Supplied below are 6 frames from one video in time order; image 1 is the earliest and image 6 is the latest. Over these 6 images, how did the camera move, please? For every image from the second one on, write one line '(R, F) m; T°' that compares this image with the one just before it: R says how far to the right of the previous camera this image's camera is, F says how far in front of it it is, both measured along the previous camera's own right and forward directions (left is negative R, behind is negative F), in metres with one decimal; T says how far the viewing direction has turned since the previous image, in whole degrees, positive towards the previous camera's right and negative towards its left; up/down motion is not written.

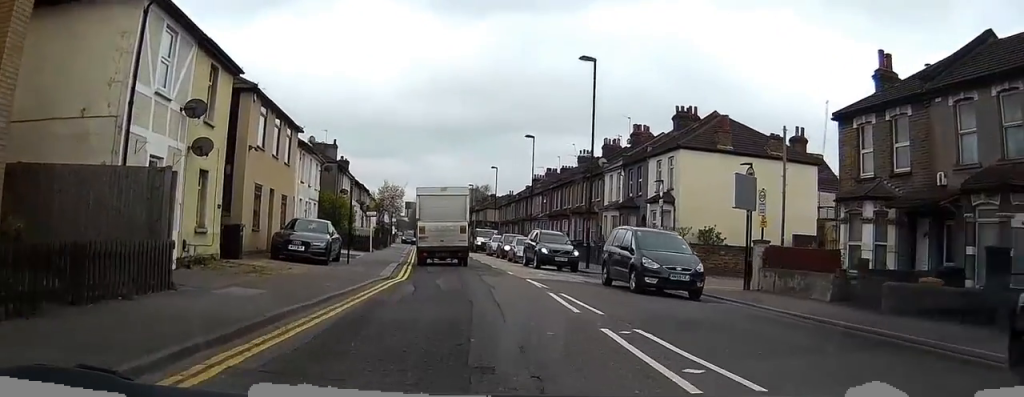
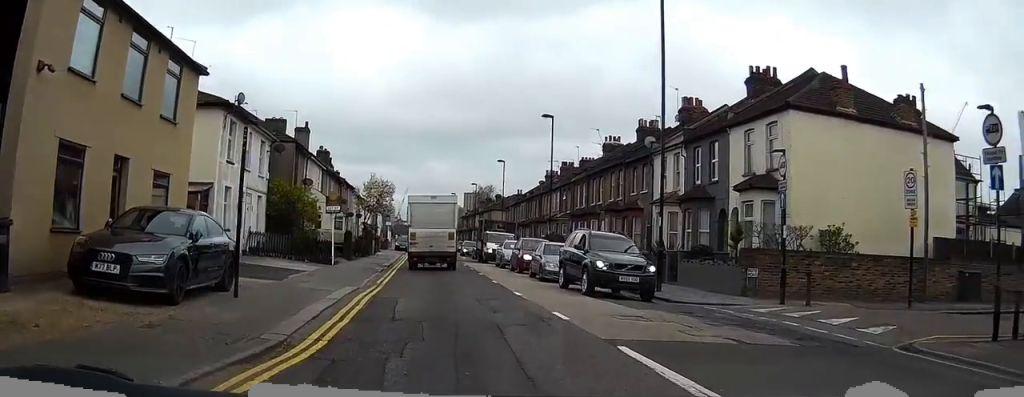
(0.0, +12.6) m; +1°
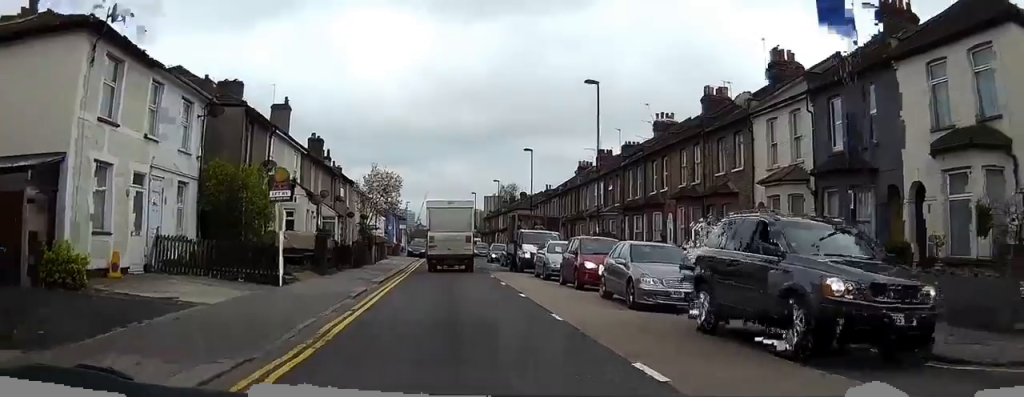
(+0.1, +11.4) m; 0°
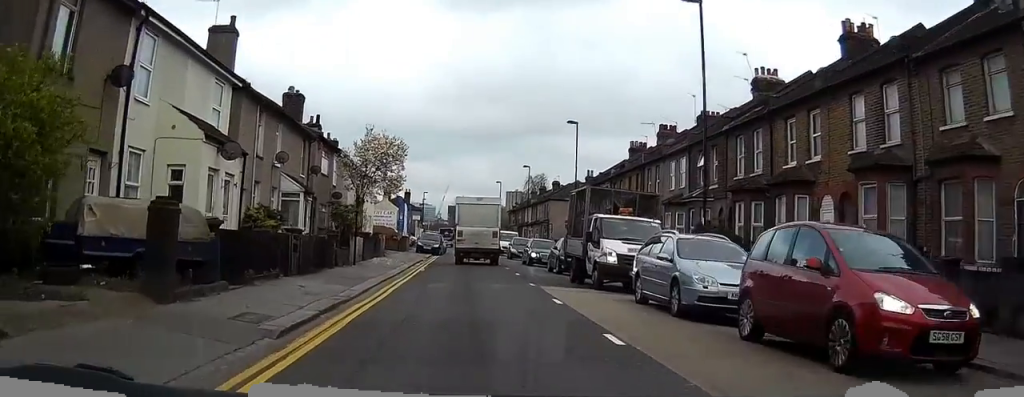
(-0.2, +14.0) m; -2°
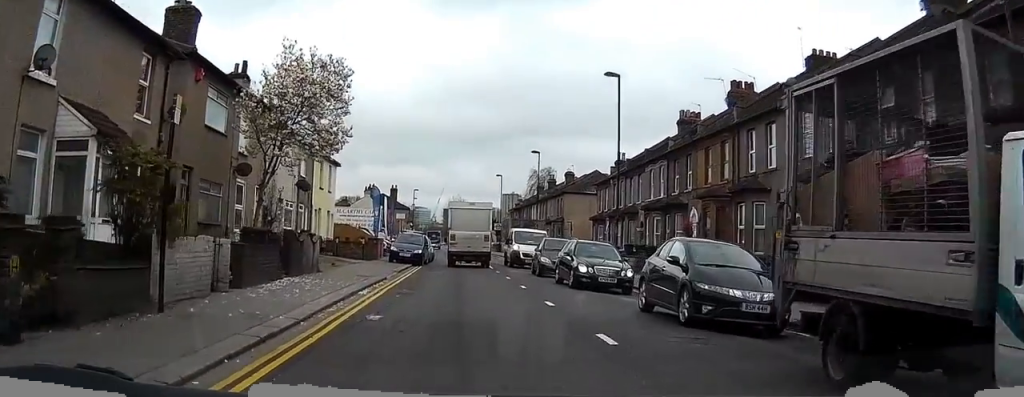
(0.0, +16.1) m; +2°
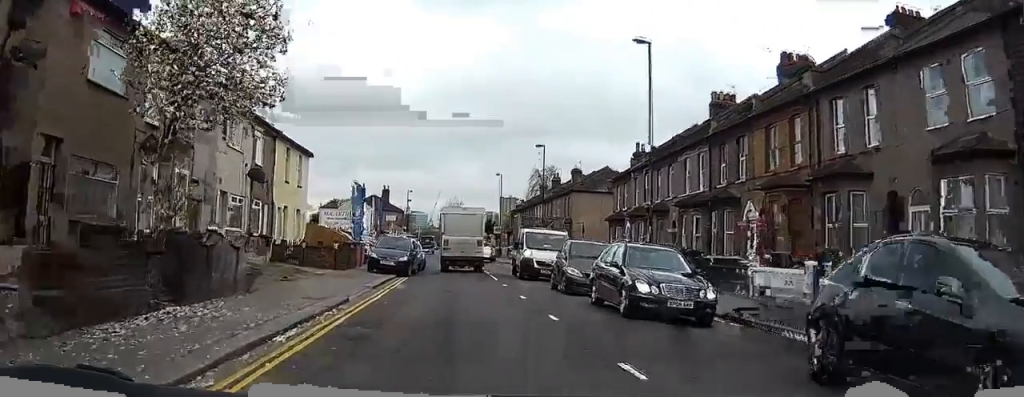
(+0.1, +7.3) m; 0°
